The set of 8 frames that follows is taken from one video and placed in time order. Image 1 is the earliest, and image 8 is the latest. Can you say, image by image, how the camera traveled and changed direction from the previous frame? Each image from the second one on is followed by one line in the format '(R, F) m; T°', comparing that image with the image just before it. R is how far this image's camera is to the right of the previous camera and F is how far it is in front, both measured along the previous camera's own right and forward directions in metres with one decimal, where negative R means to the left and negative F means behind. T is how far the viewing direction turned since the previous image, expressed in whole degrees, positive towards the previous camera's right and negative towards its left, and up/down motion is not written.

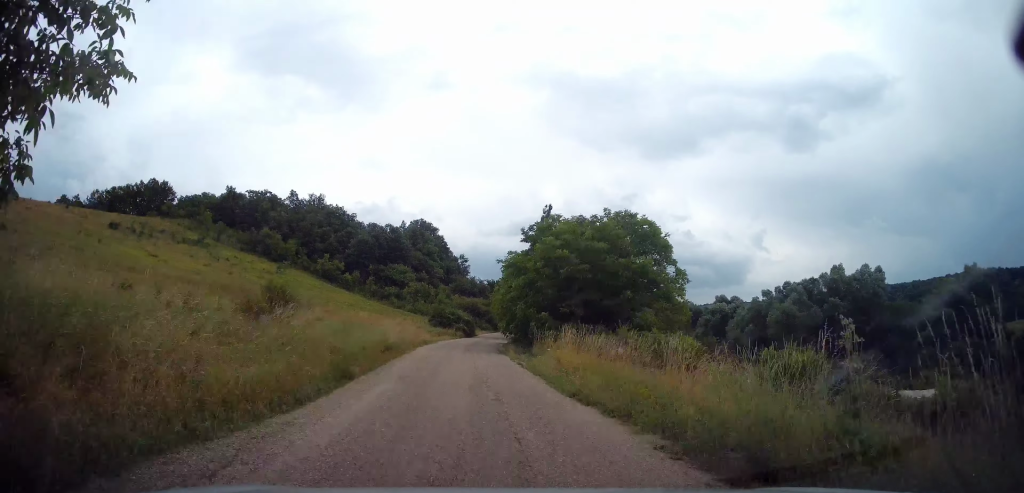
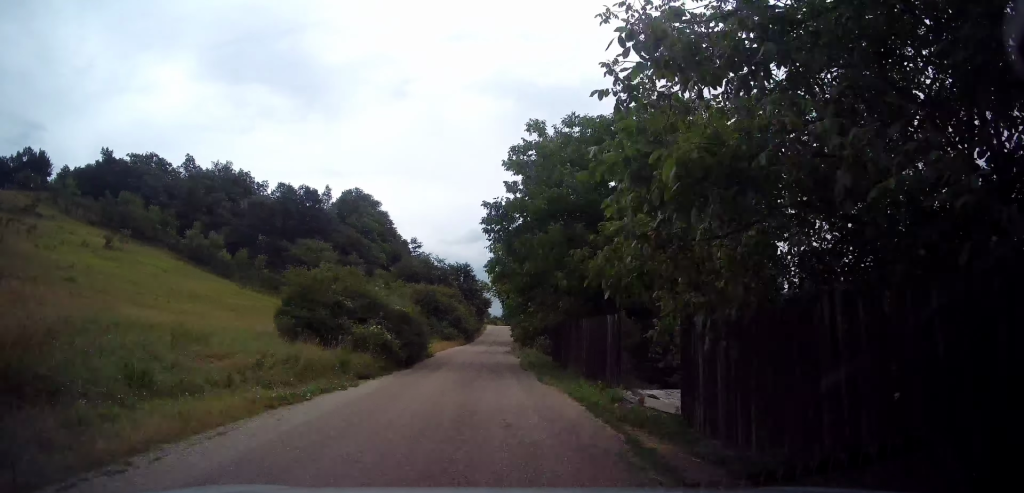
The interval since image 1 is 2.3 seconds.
(+3.0, +39.8) m; +7°
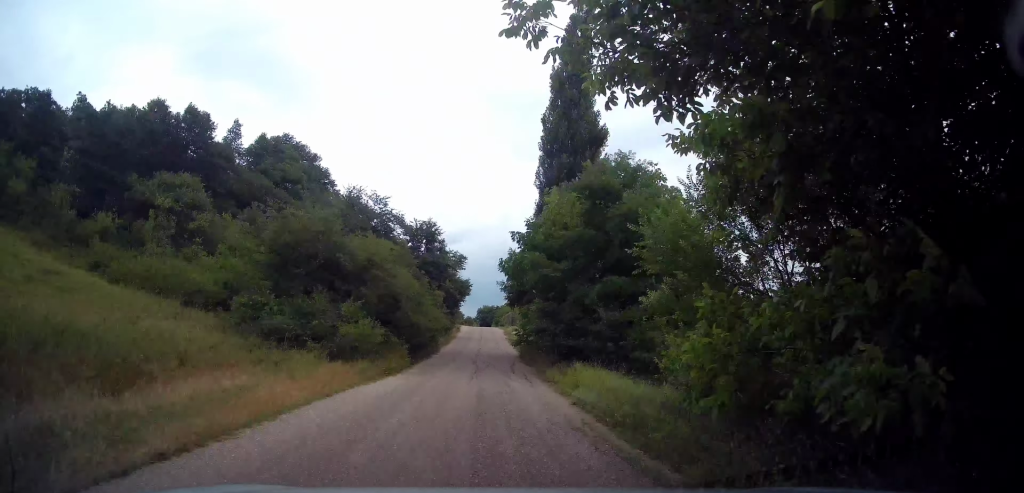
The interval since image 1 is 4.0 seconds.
(0.0, +36.1) m; 0°
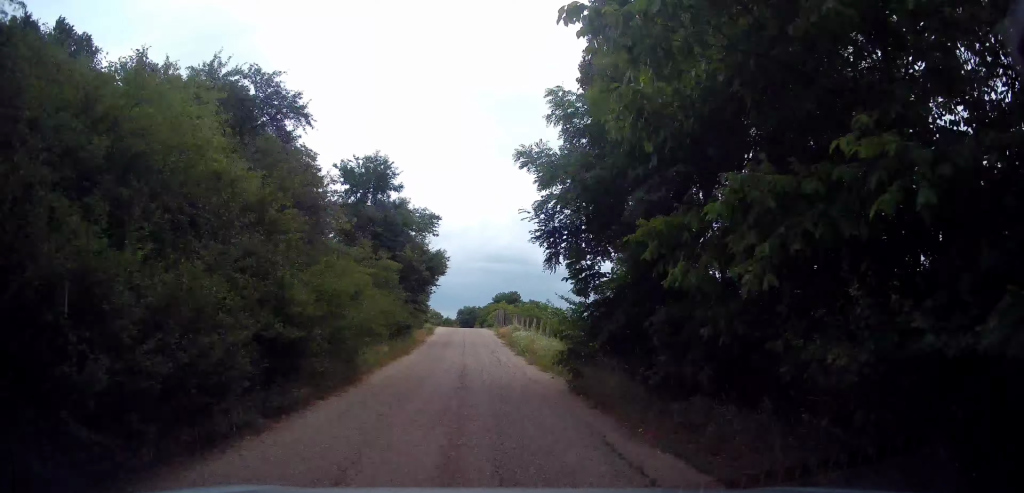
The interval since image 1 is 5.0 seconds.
(0.0, +22.0) m; 0°
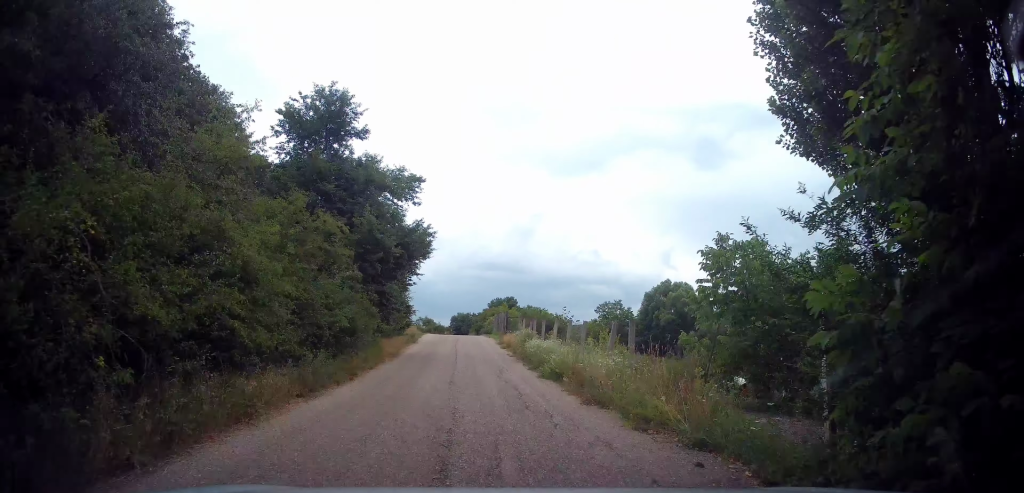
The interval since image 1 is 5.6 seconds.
(0.0, +11.0) m; +1°
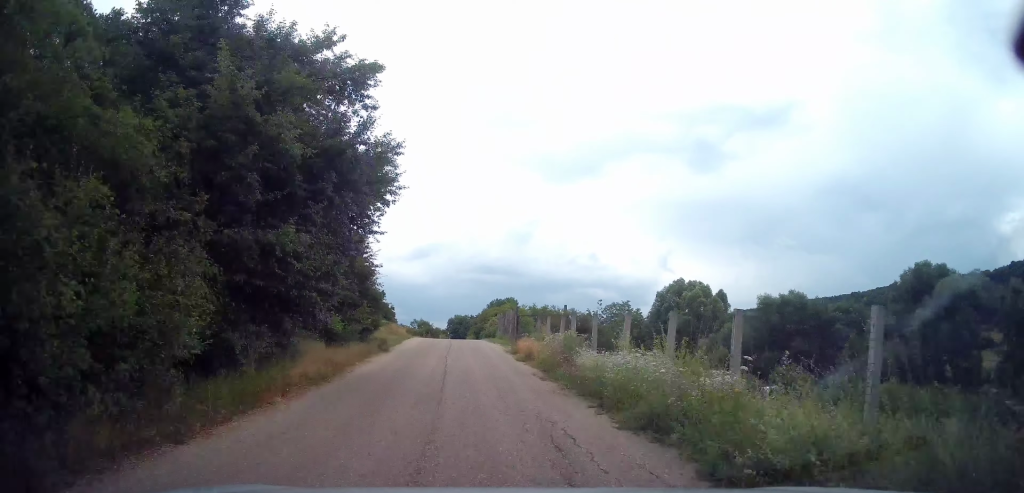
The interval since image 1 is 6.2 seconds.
(0.0, +12.1) m; +1°
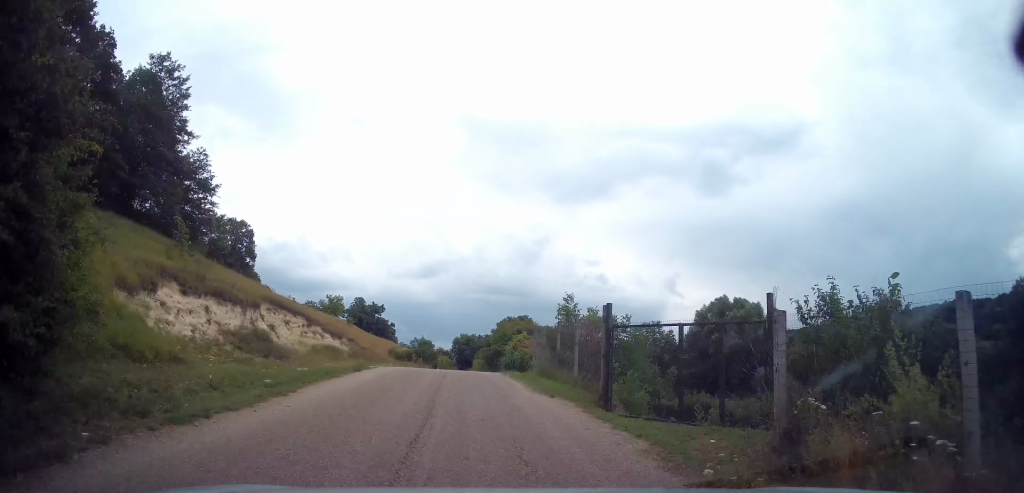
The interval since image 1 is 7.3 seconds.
(+0.5, +20.6) m; +1°
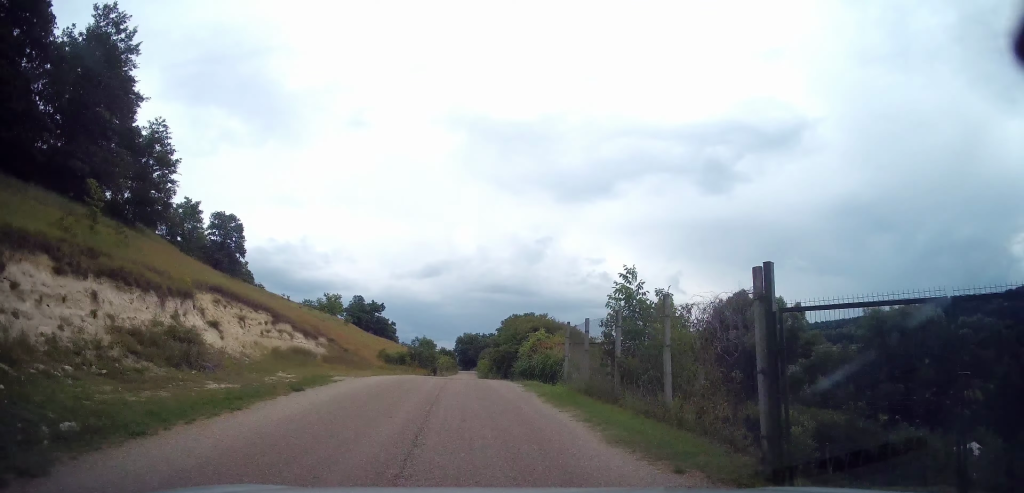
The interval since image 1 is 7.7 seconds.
(+0.1, +7.2) m; 0°
